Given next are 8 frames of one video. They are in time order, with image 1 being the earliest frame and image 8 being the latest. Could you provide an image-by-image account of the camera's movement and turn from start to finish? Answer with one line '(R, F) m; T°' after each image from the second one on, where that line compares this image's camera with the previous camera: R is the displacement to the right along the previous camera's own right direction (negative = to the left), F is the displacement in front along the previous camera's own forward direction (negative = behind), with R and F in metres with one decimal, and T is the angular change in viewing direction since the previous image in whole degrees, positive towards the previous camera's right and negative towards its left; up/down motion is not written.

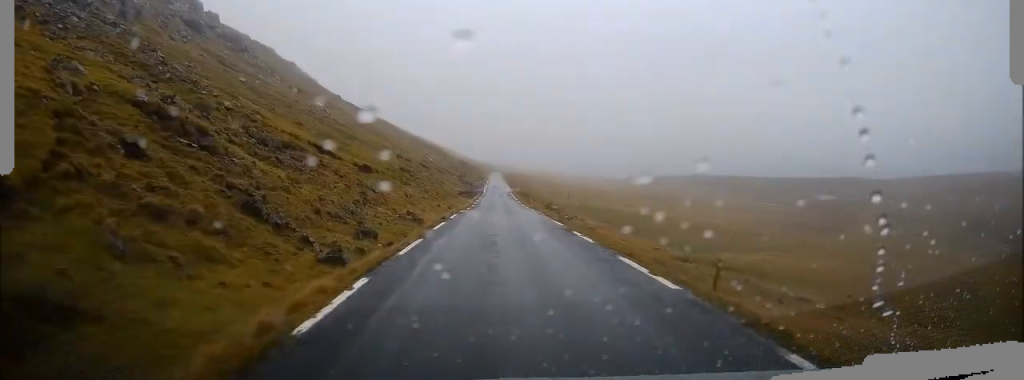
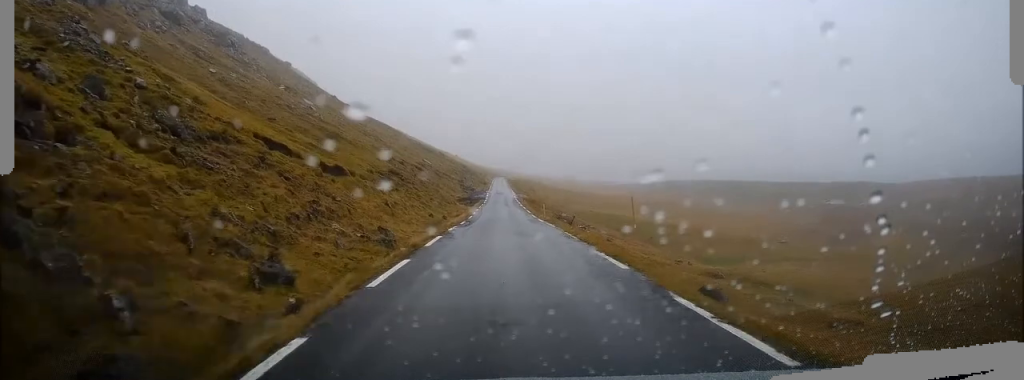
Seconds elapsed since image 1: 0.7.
(0.0, +8.6) m; -1°
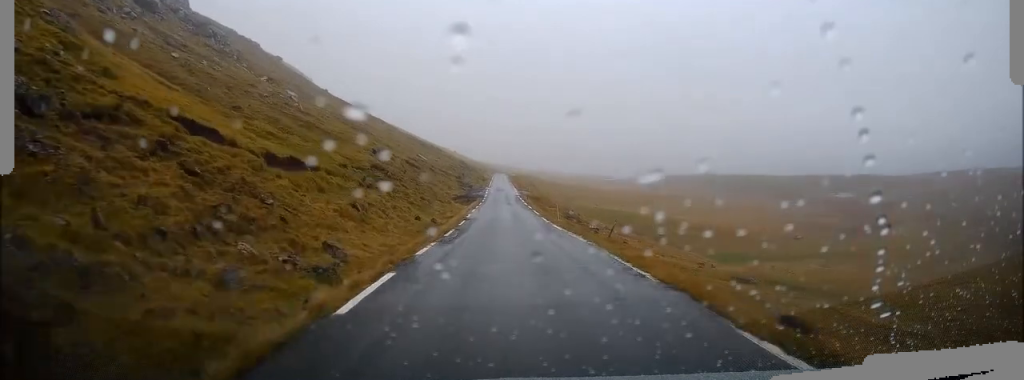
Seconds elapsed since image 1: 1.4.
(-0.2, +7.6) m; +1°
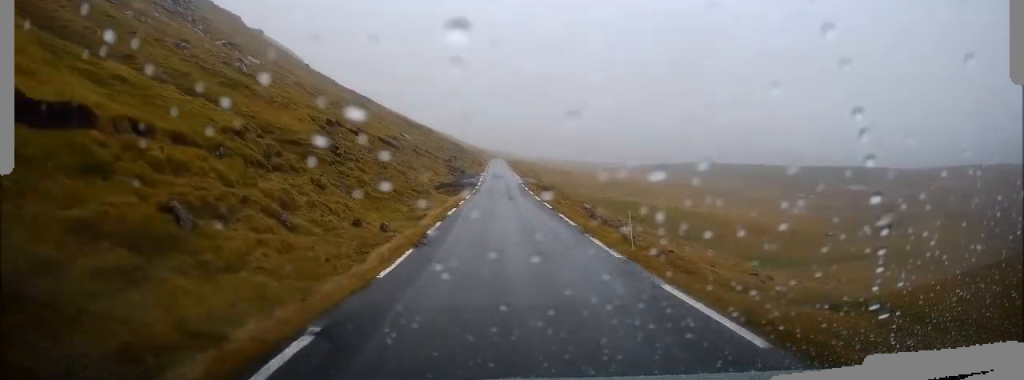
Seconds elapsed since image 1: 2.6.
(+0.5, +15.2) m; +1°
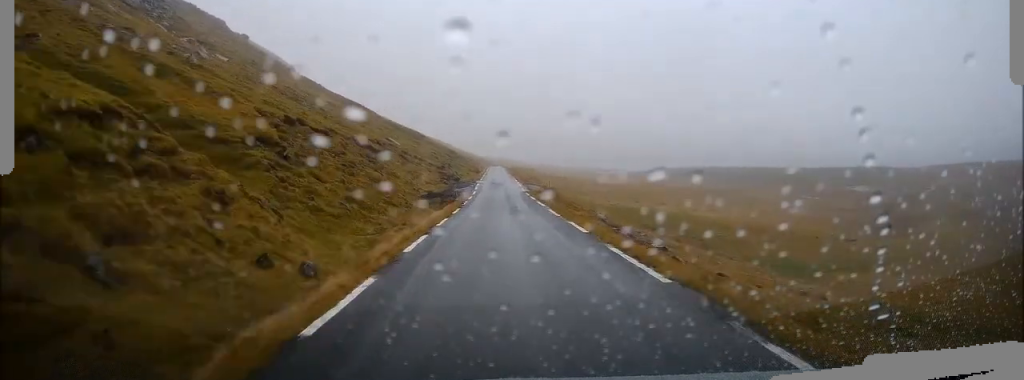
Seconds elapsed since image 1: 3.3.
(-0.3, +8.8) m; -1°
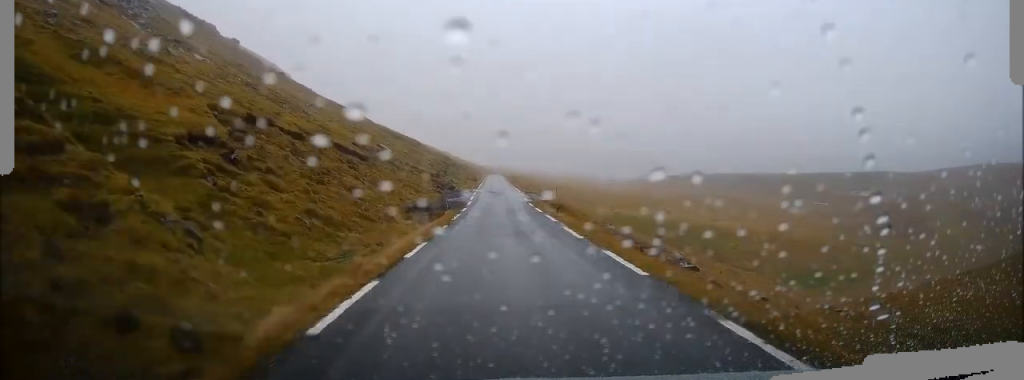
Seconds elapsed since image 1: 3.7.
(-0.1, +5.5) m; -1°
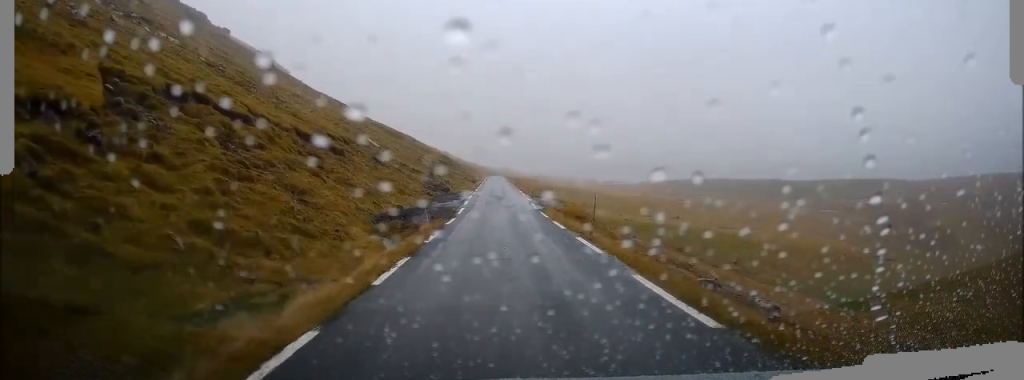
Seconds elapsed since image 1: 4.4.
(0.0, +8.9) m; 0°
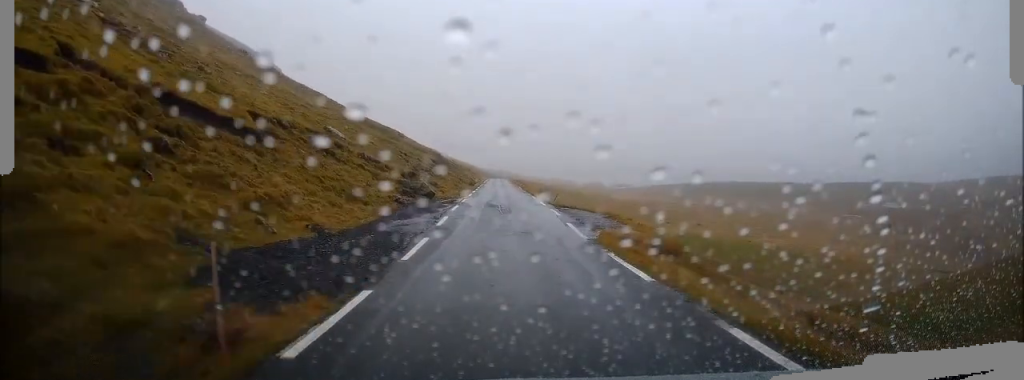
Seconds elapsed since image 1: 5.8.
(+0.1, +16.7) m; +2°
